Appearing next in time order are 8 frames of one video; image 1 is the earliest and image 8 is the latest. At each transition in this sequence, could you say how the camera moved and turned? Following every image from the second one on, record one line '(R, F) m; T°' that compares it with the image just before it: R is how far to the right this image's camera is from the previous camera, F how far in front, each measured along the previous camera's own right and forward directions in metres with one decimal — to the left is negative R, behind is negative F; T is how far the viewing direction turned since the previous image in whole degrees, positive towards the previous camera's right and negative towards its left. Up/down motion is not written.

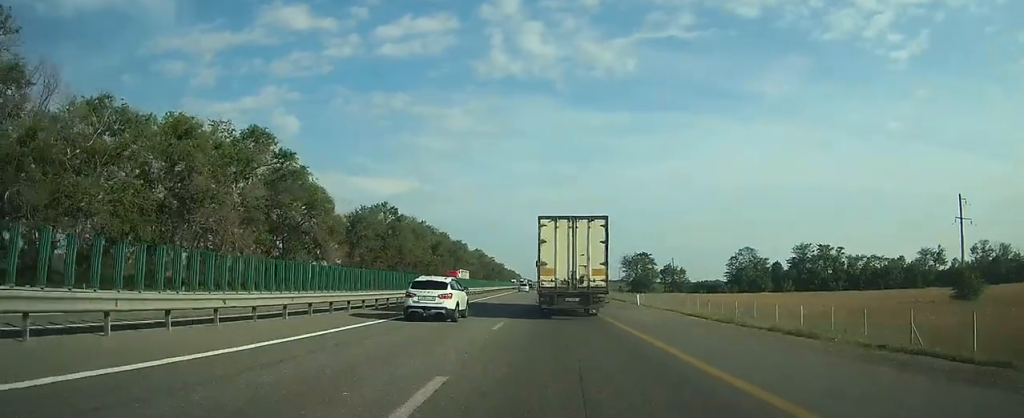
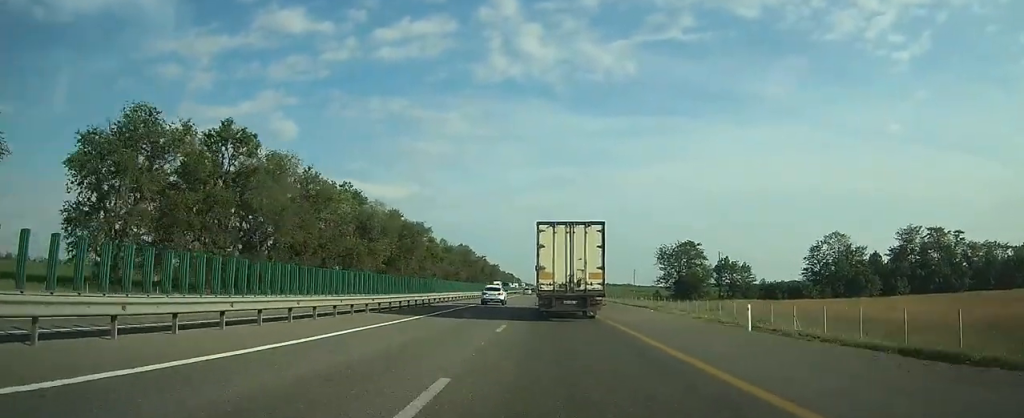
(+0.2, +58.5) m; +1°
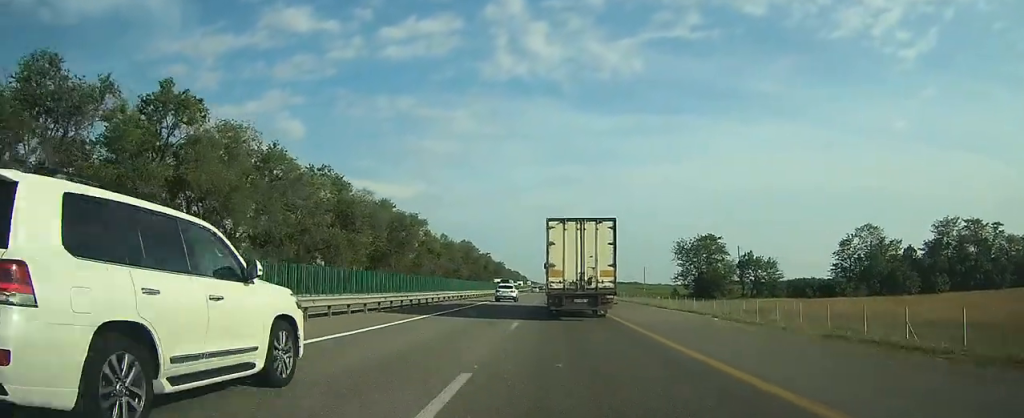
(0.0, +11.3) m; 0°
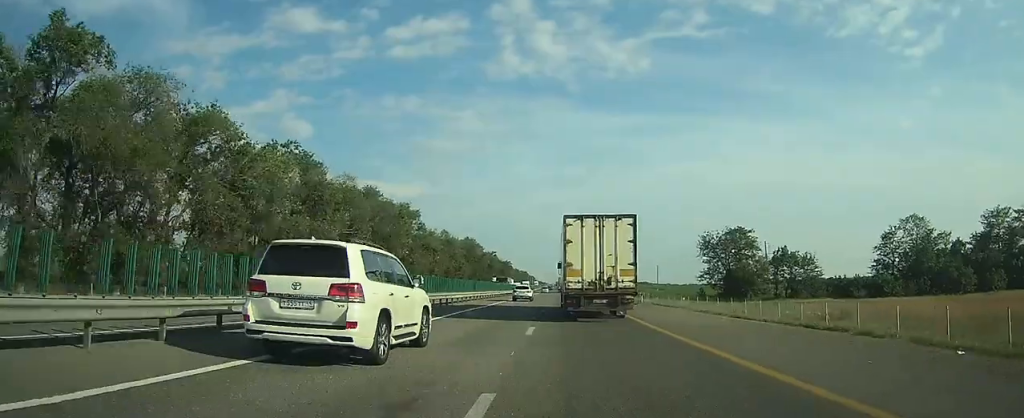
(+0.1, +13.4) m; 0°
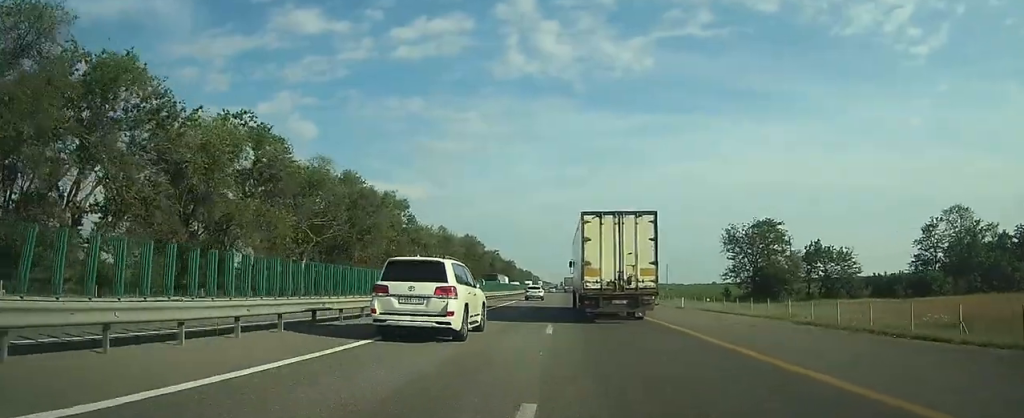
(-0.1, +11.7) m; -1°
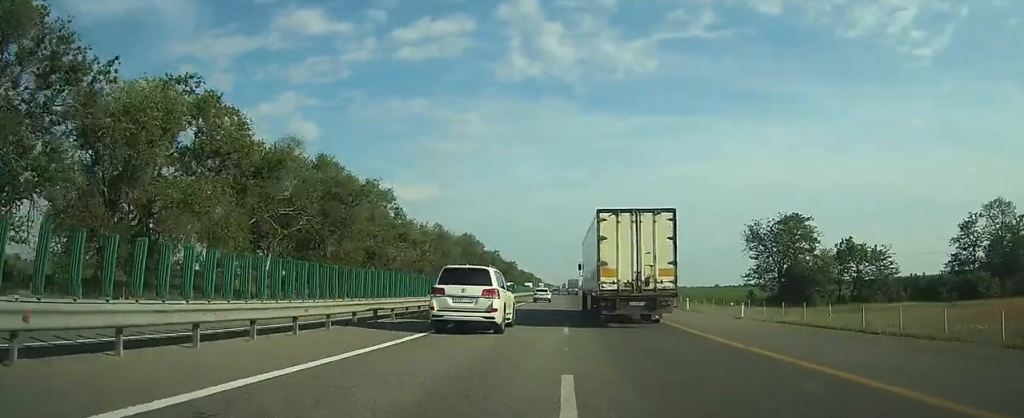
(0.0, +9.7) m; -1°
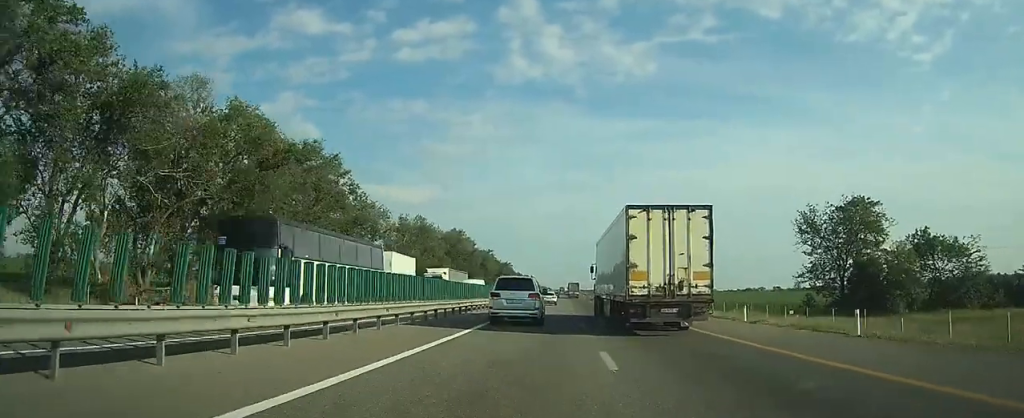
(-0.2, +19.3) m; -1°
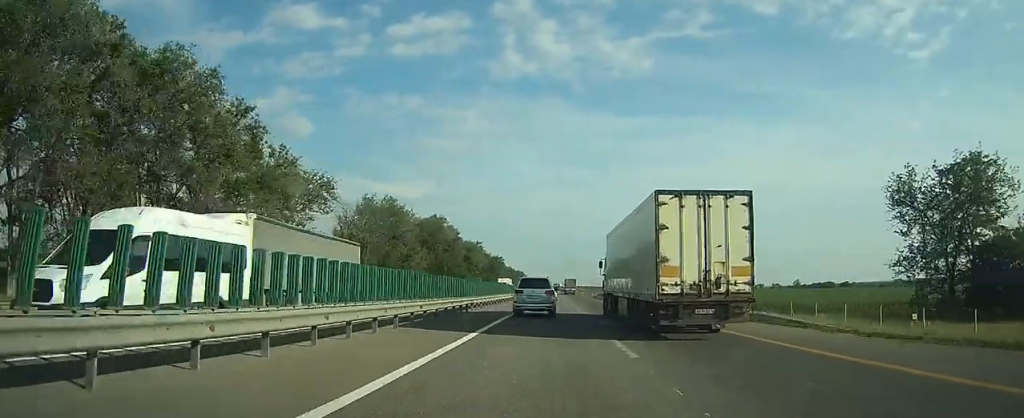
(0.0, +21.5) m; 0°
